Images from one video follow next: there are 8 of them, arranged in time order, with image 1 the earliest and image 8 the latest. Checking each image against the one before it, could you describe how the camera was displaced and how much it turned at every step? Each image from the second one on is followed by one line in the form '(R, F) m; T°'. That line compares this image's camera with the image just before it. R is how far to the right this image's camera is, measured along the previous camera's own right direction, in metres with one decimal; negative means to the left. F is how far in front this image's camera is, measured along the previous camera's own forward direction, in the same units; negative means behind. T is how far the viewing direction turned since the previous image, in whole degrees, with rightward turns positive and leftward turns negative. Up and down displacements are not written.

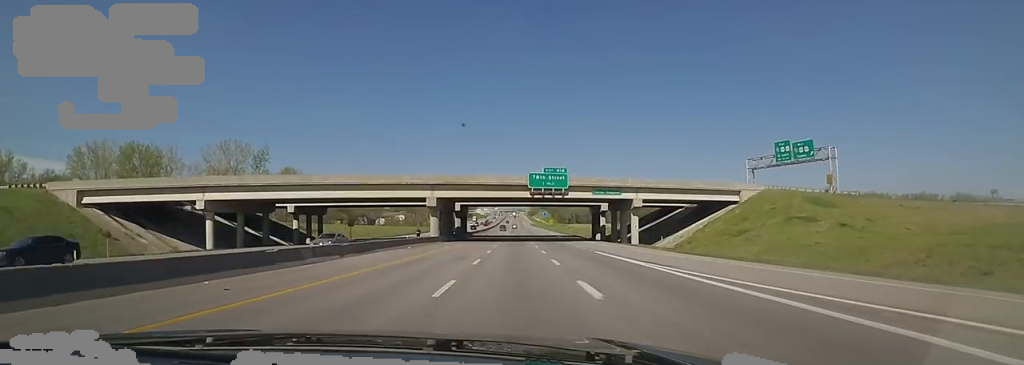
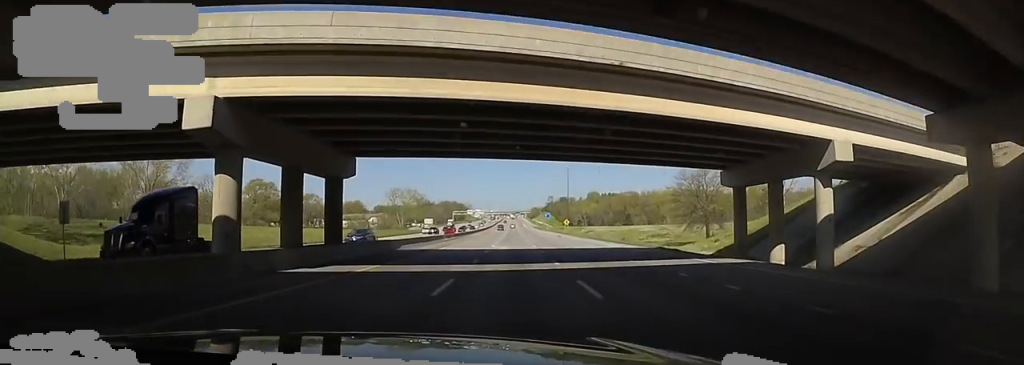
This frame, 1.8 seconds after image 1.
(+2.3, +59.4) m; +3°
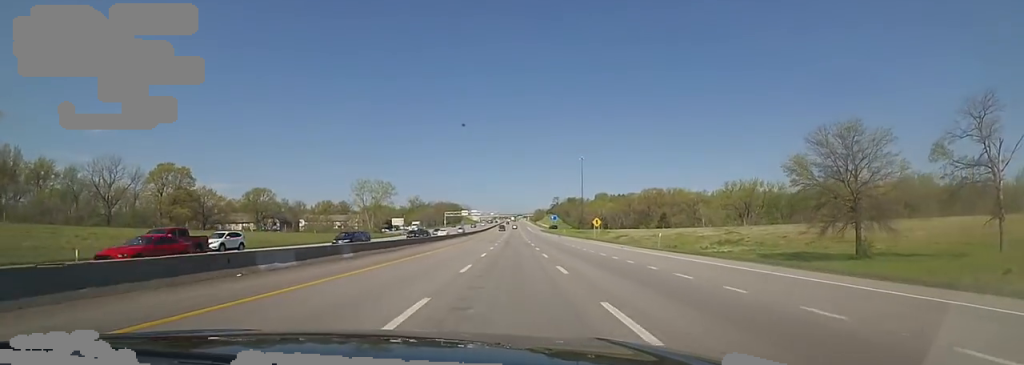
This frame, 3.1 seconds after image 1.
(-1.2, +42.7) m; -3°
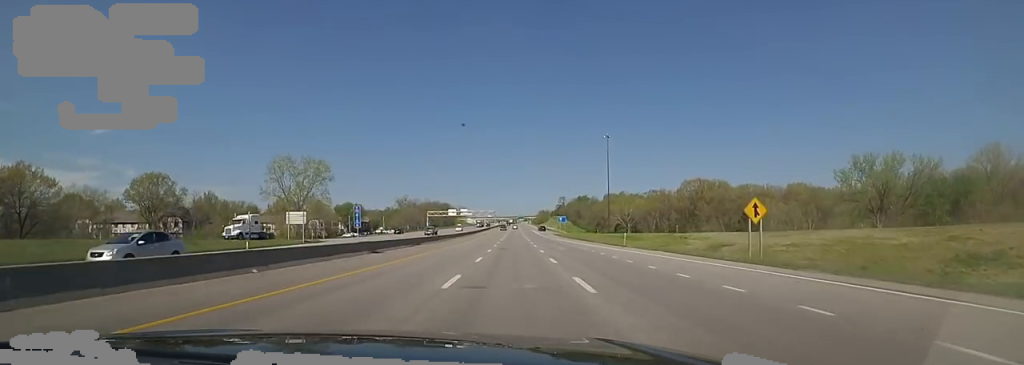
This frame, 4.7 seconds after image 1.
(0.0, +51.5) m; 0°
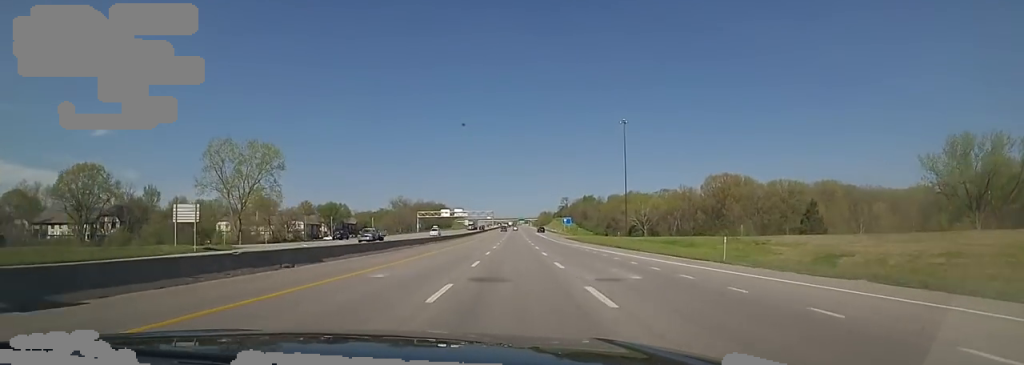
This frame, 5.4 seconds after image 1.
(0.0, +20.9) m; 0°
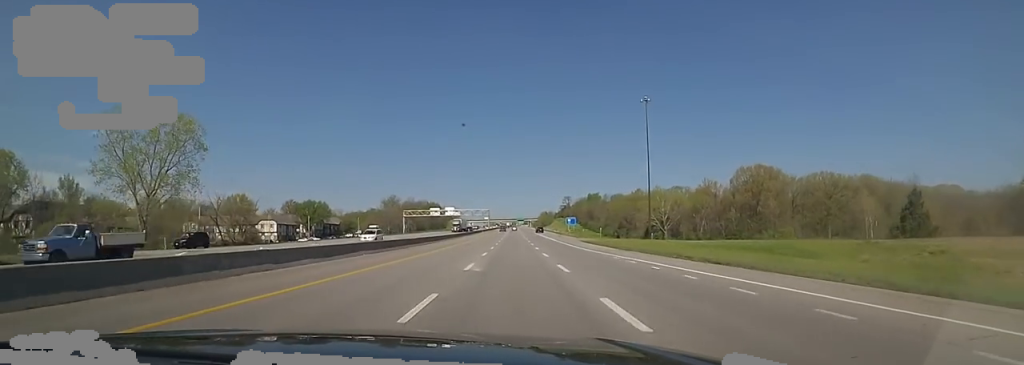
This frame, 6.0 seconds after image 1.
(0.0, +21.0) m; 0°
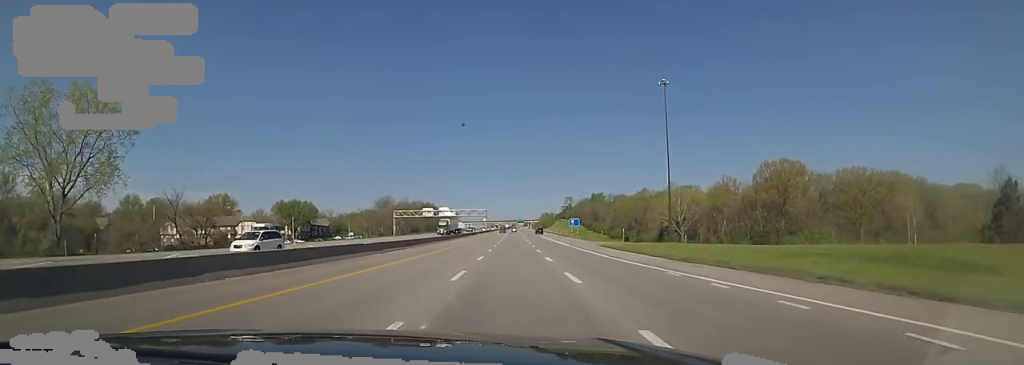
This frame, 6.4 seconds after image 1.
(0.0, +12.9) m; +1°
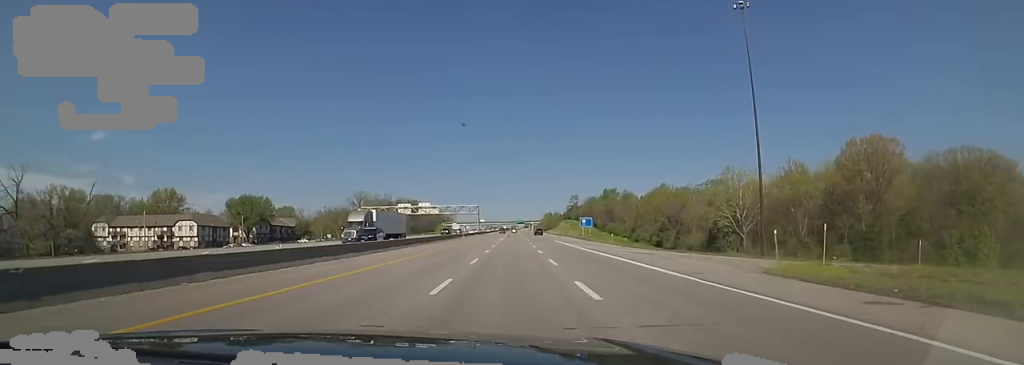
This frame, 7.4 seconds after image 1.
(+0.6, +32.6) m; +1°
